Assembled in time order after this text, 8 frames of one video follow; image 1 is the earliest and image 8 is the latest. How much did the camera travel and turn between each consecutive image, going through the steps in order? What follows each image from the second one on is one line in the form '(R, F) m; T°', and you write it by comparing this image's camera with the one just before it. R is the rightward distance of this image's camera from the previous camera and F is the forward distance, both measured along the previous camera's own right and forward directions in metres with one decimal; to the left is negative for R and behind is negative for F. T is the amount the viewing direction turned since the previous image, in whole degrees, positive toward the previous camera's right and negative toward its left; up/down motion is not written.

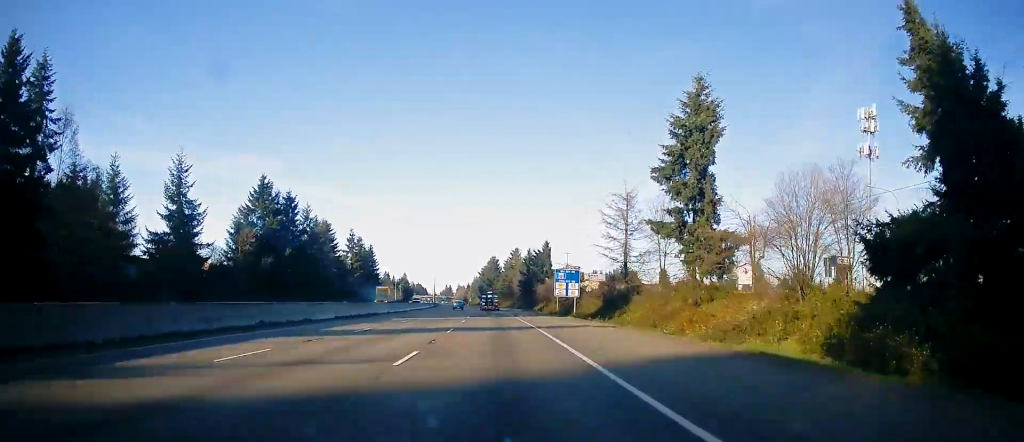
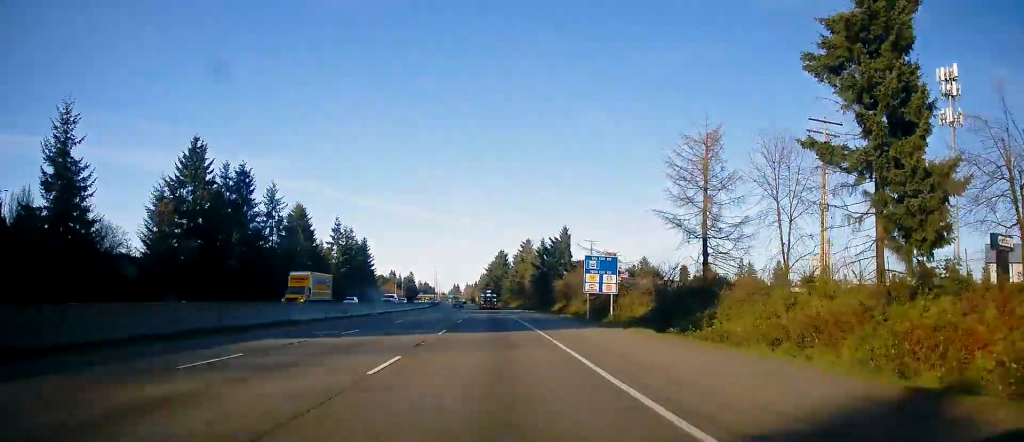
(-0.2, +25.8) m; 0°
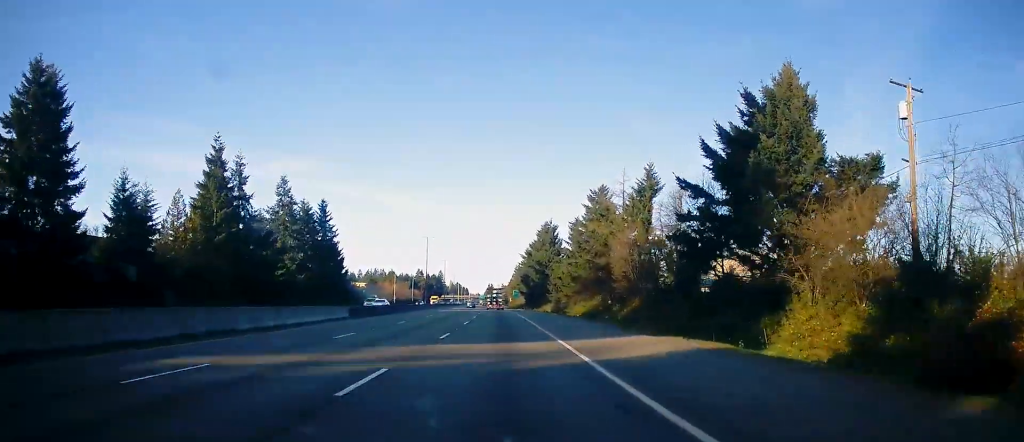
(-2.5, +88.3) m; -4°
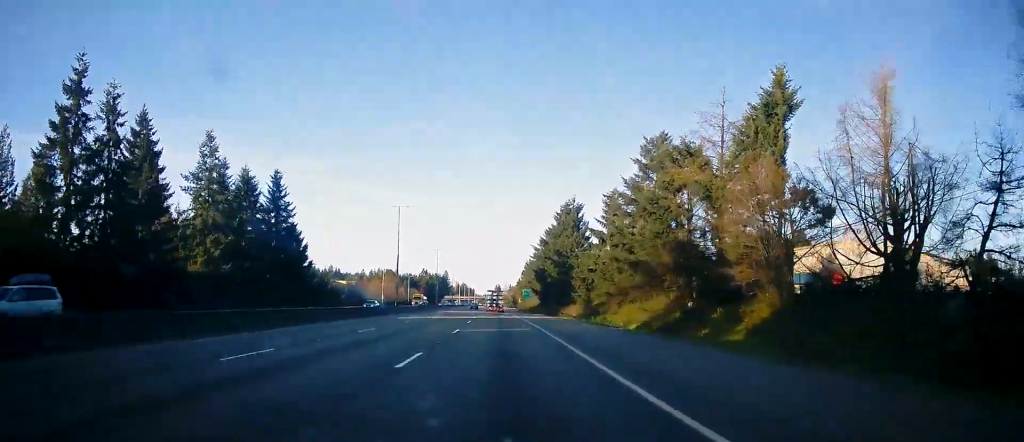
(0.0, +33.2) m; -1°
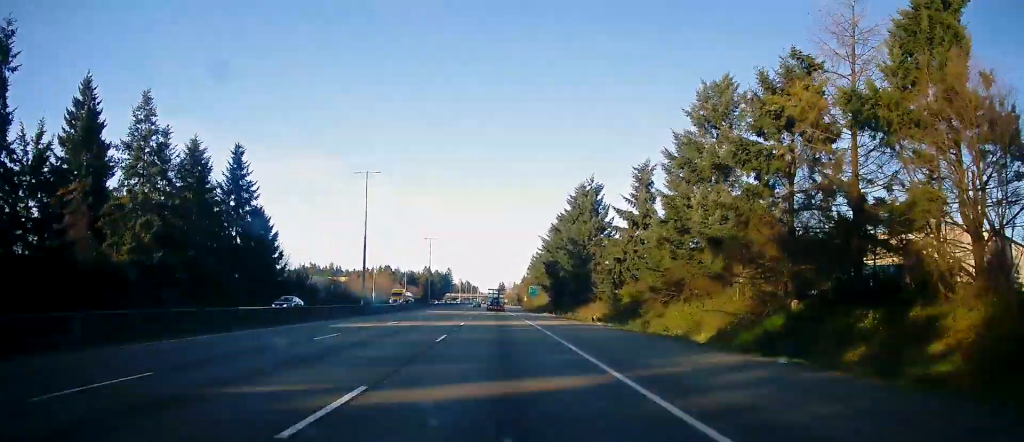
(-0.2, +17.9) m; 0°
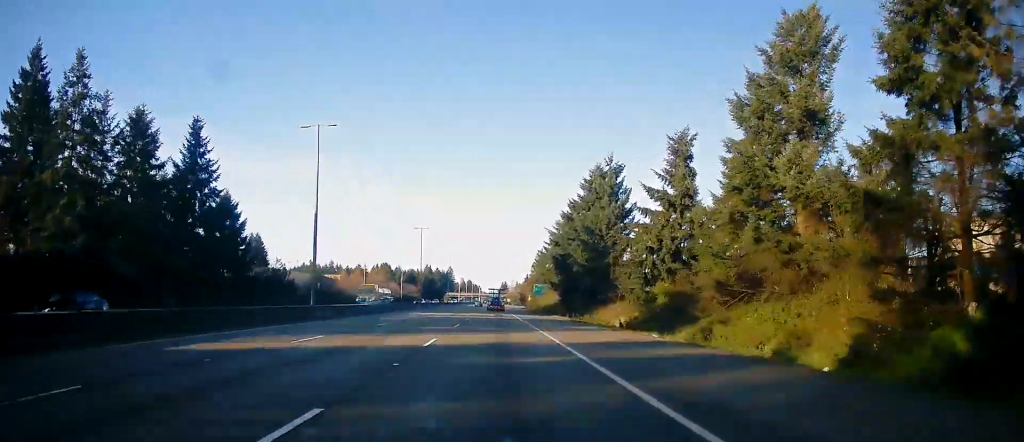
(-0.3, +14.2) m; 0°
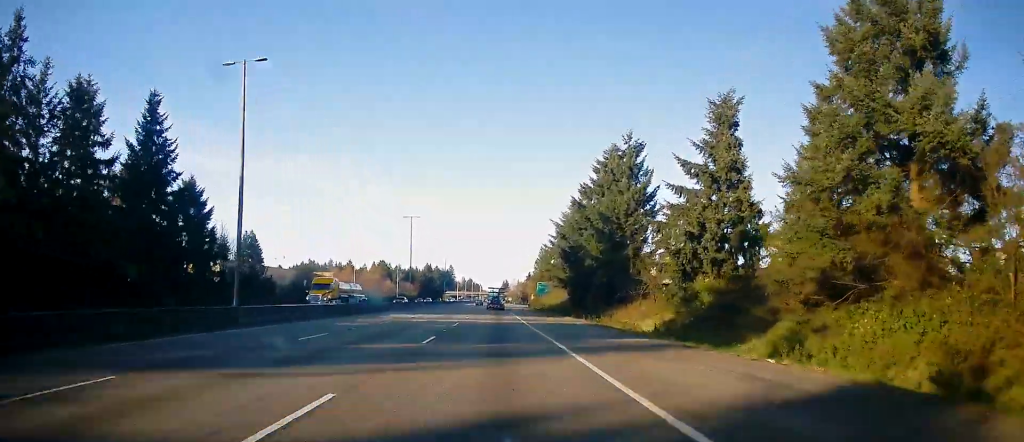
(+0.2, +11.2) m; 0°
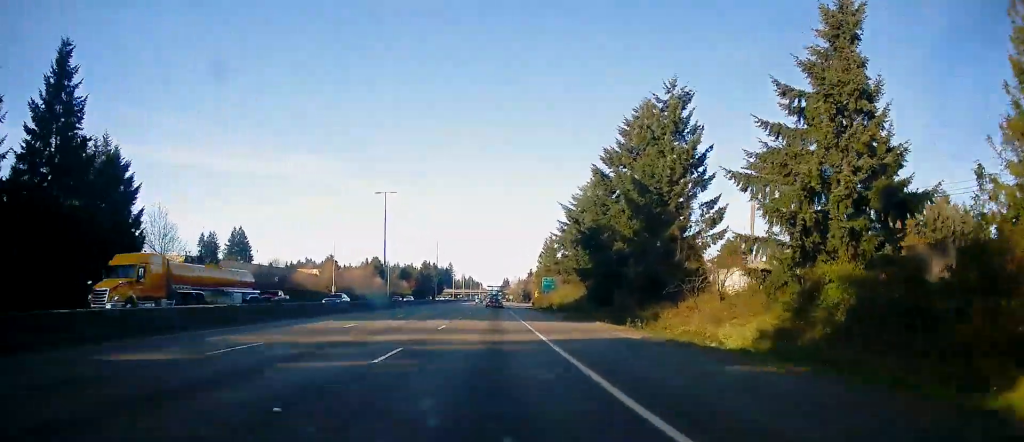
(+0.4, +17.6) m; 0°
